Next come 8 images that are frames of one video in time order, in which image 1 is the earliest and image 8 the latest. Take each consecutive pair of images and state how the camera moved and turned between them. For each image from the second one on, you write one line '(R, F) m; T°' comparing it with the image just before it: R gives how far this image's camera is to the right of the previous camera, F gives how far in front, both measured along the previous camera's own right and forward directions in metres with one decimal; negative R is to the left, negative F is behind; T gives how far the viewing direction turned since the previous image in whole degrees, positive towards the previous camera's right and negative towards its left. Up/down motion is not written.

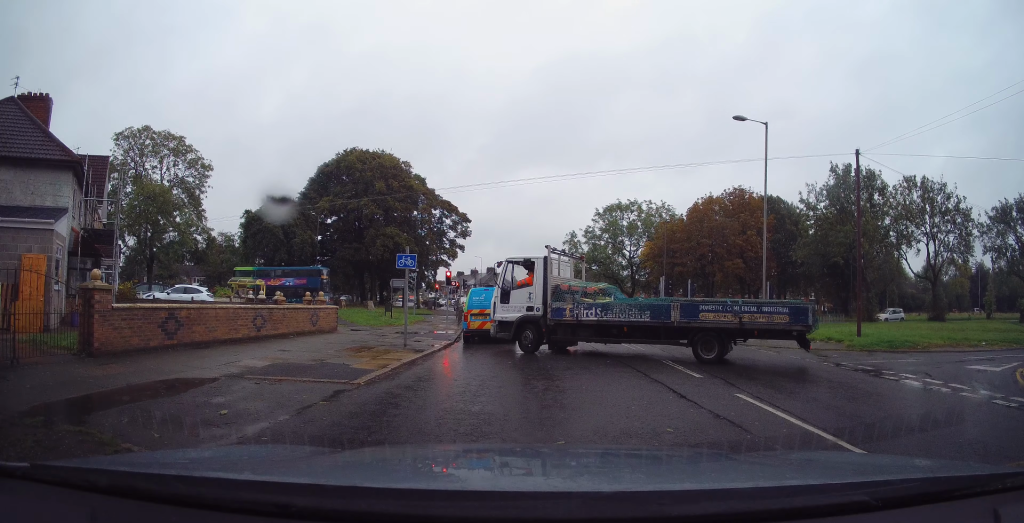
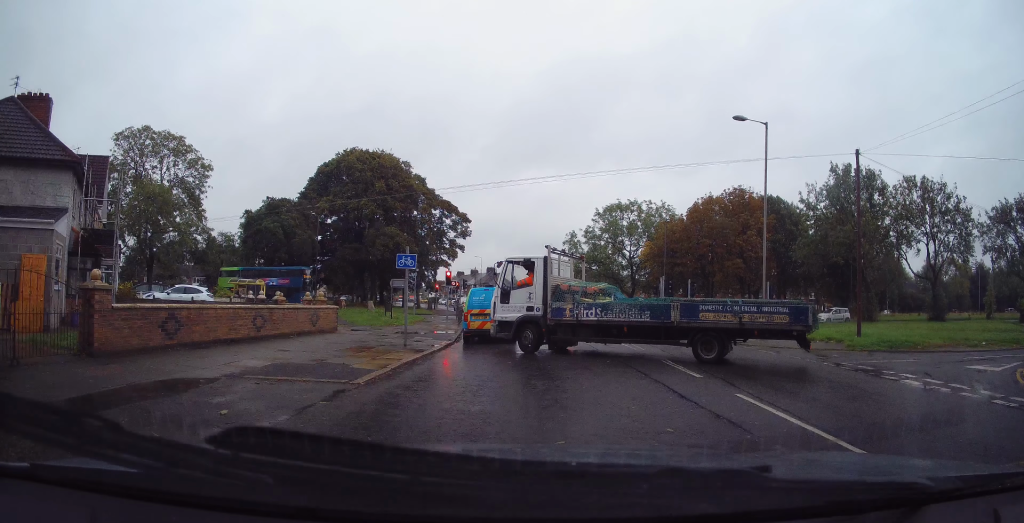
(0.0, 0.0) m; 0°
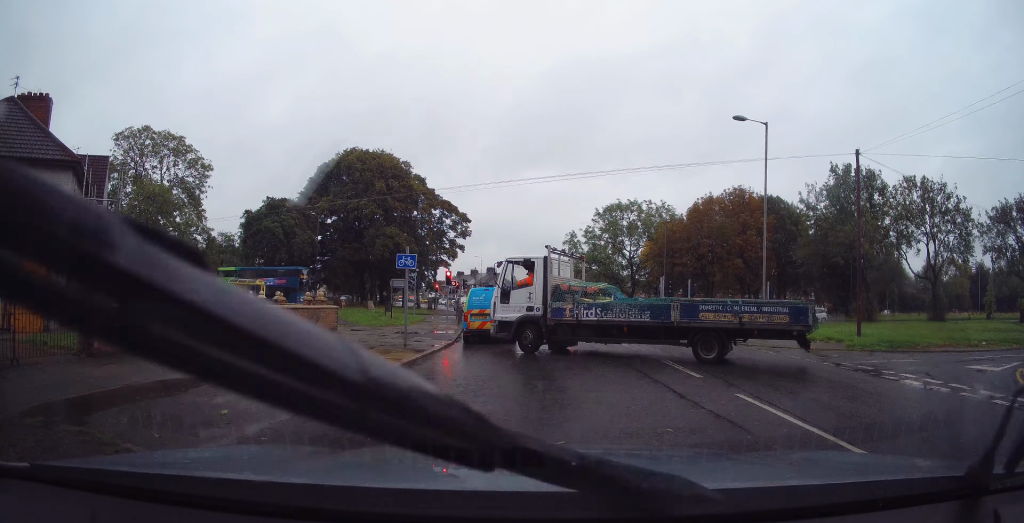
(0.0, 0.0) m; 0°
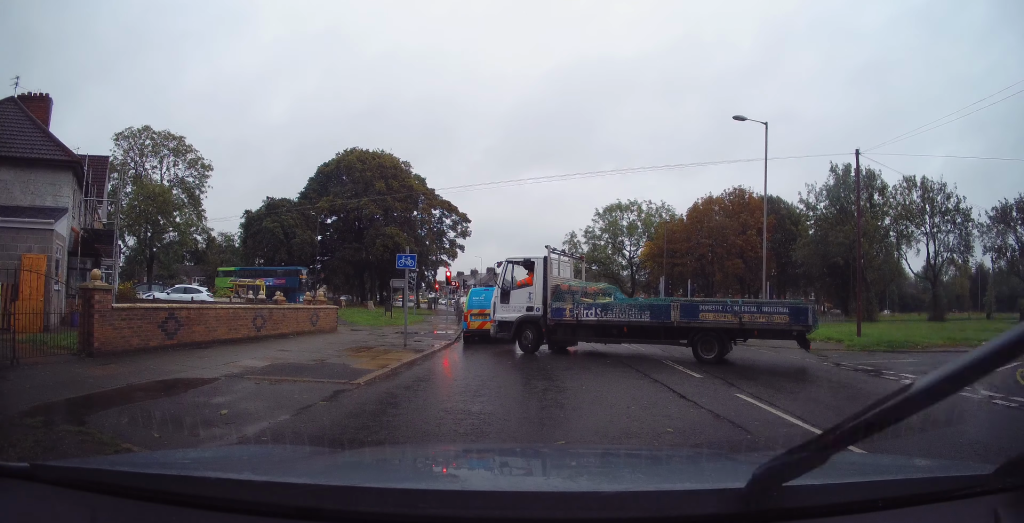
(0.0, 0.0) m; 0°
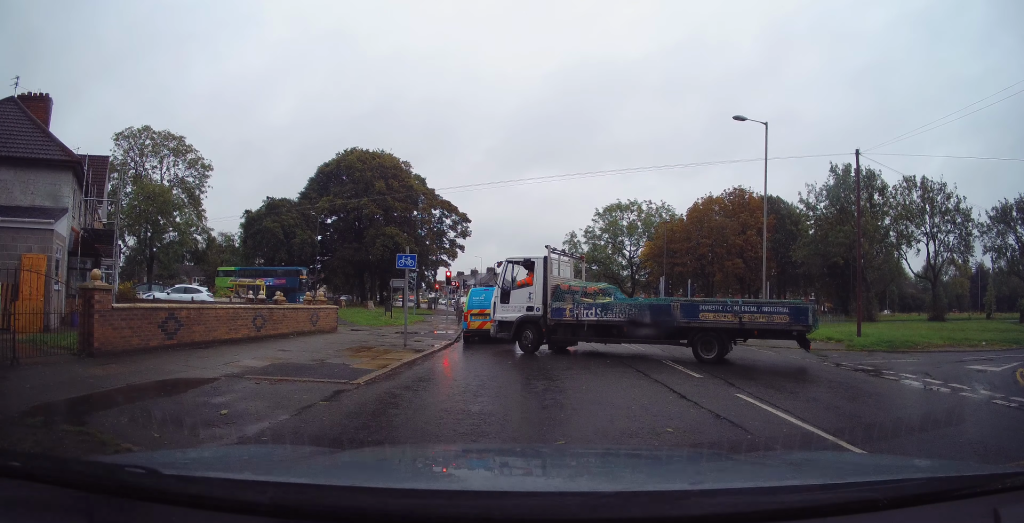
(0.0, 0.0) m; 0°
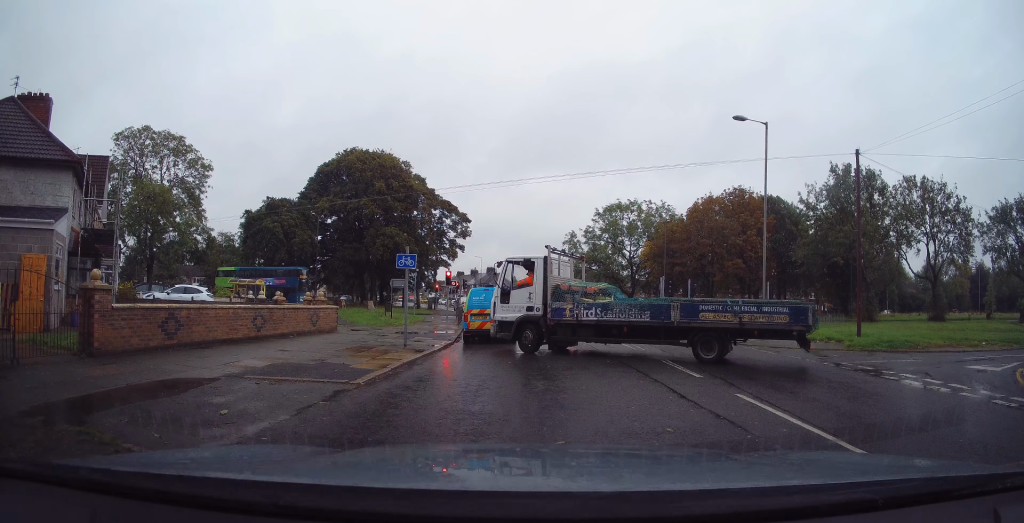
(0.0, 0.0) m; 0°
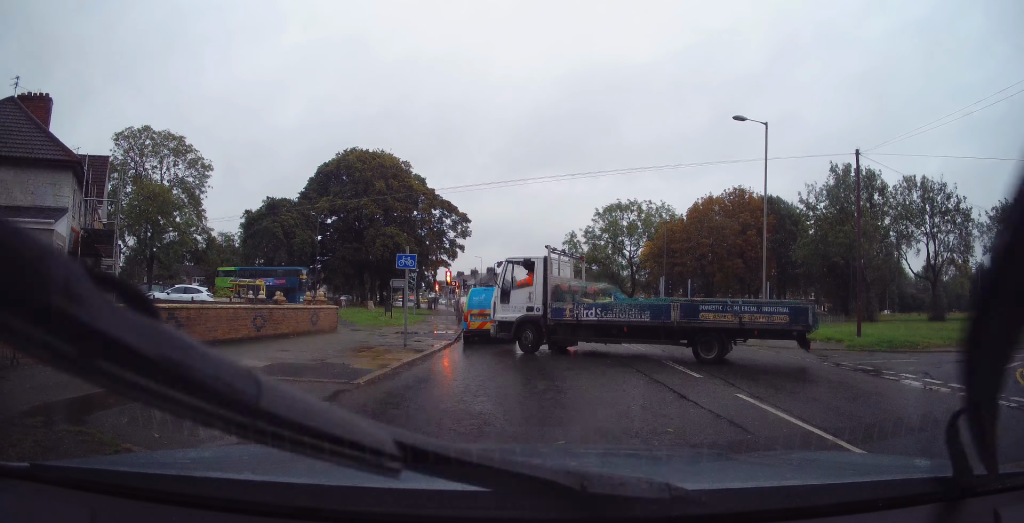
(0.0, 0.0) m; 0°
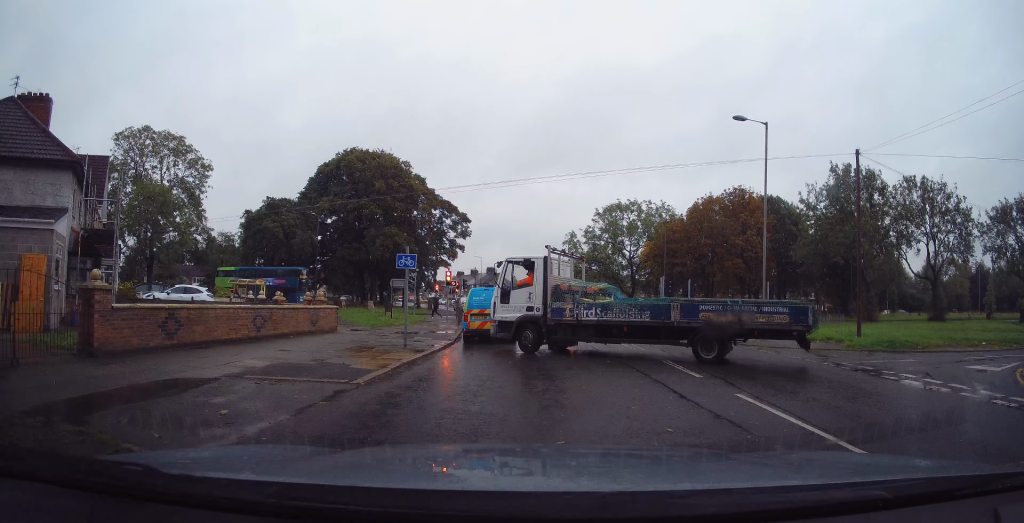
(0.0, 0.0) m; 0°
